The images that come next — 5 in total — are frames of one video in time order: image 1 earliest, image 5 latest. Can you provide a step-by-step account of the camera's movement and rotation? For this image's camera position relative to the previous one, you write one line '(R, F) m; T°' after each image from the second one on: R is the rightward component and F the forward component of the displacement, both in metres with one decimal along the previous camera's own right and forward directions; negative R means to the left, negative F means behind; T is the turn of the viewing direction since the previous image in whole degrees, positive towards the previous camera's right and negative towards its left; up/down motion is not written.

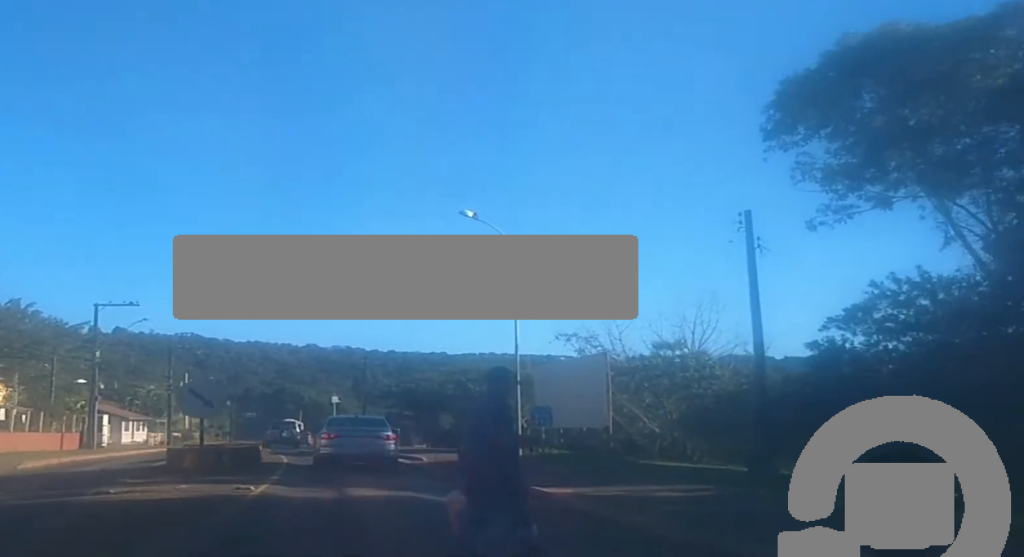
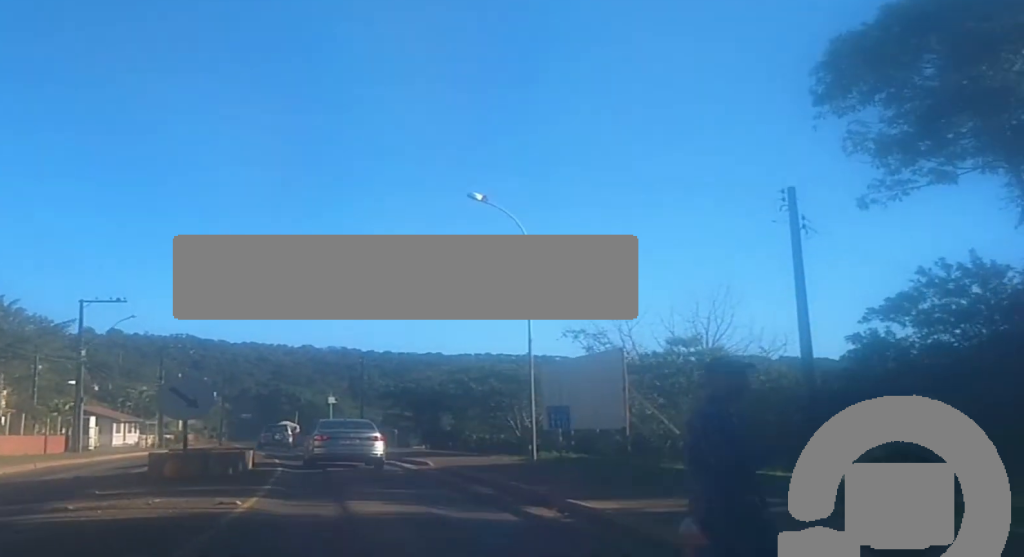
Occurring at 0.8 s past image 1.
(+0.1, +2.4) m; +2°
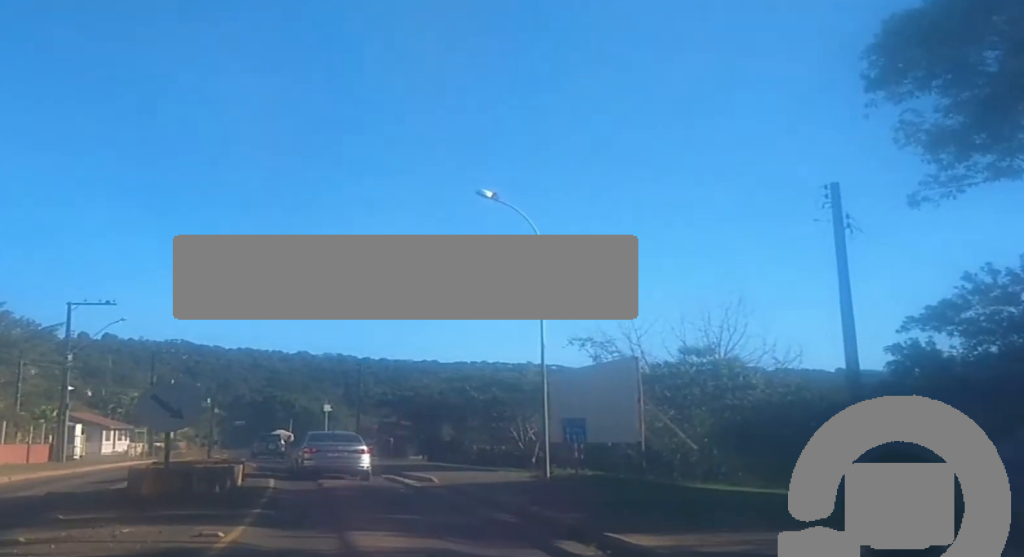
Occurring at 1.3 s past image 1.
(0.0, +1.9) m; 0°
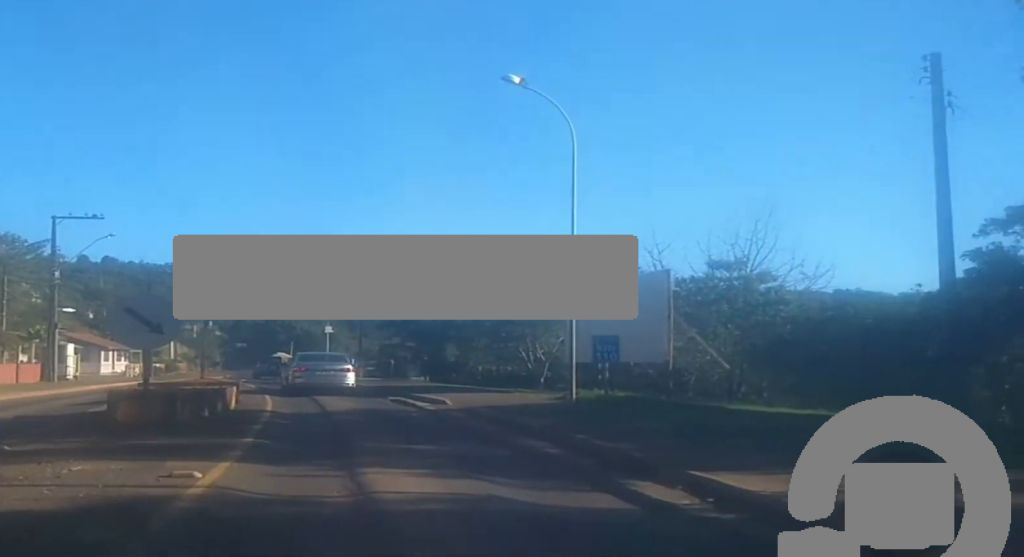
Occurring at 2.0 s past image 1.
(0.0, +2.9) m; -2°
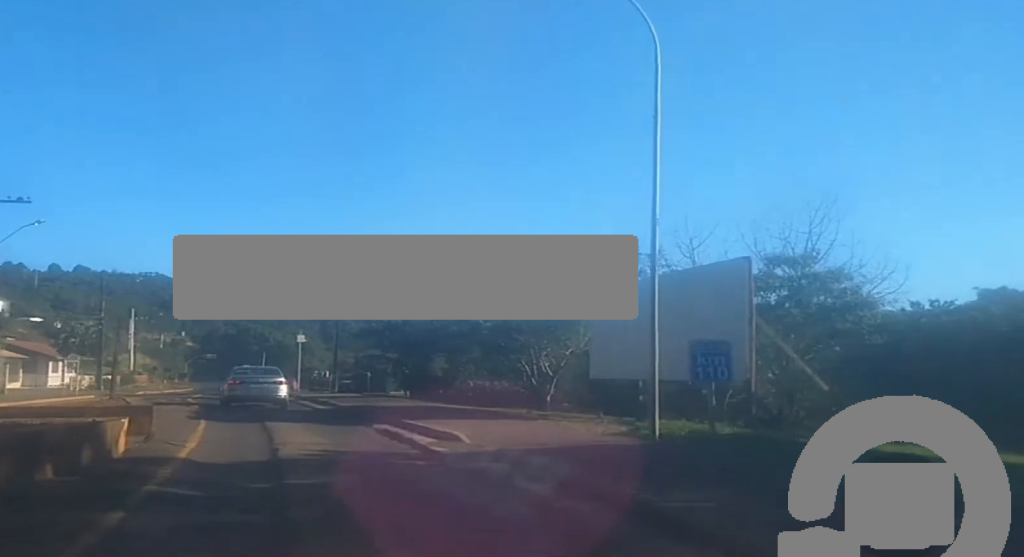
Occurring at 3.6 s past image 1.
(+0.2, +7.8) m; +5°
